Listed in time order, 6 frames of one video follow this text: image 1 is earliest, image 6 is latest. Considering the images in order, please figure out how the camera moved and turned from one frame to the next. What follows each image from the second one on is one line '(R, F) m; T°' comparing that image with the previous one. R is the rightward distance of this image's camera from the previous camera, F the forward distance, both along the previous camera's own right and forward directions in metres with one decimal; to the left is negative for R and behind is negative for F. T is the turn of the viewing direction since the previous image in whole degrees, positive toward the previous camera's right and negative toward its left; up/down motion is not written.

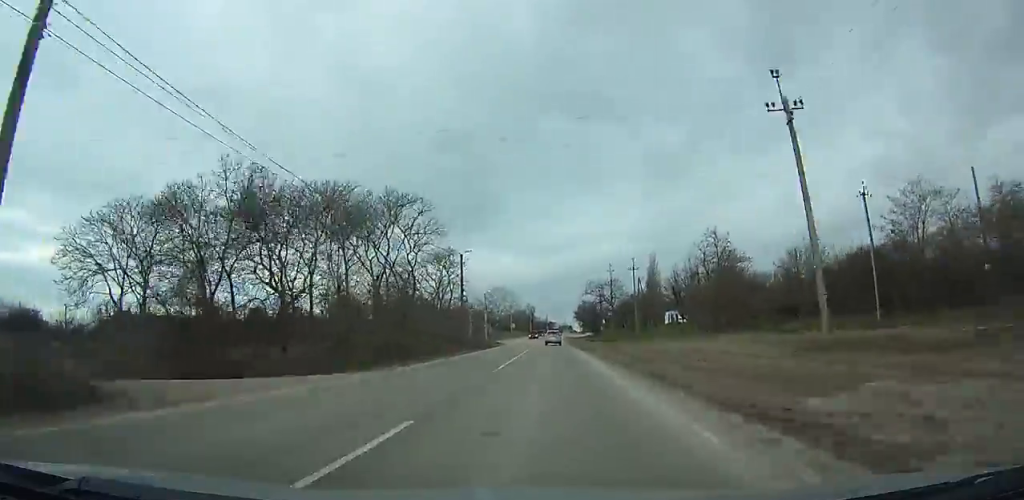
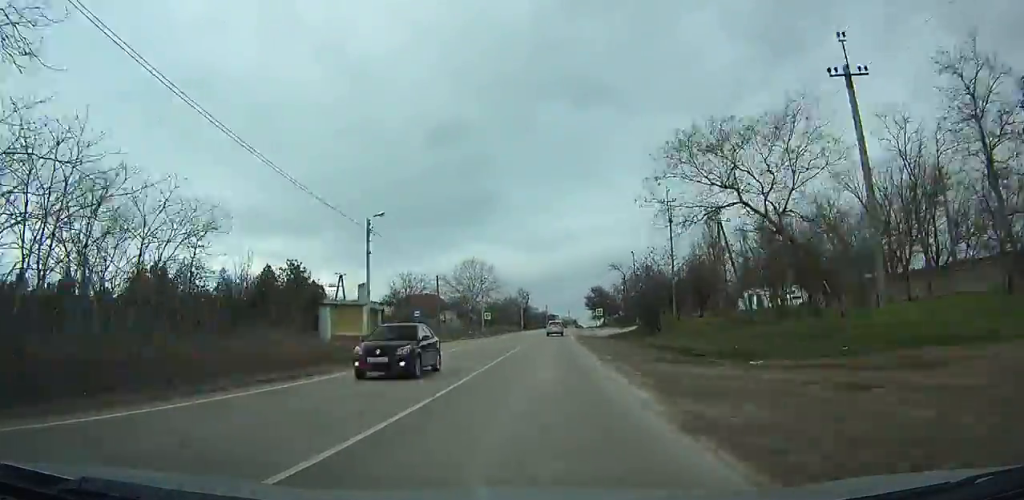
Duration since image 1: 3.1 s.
(+0.1, +58.3) m; 0°
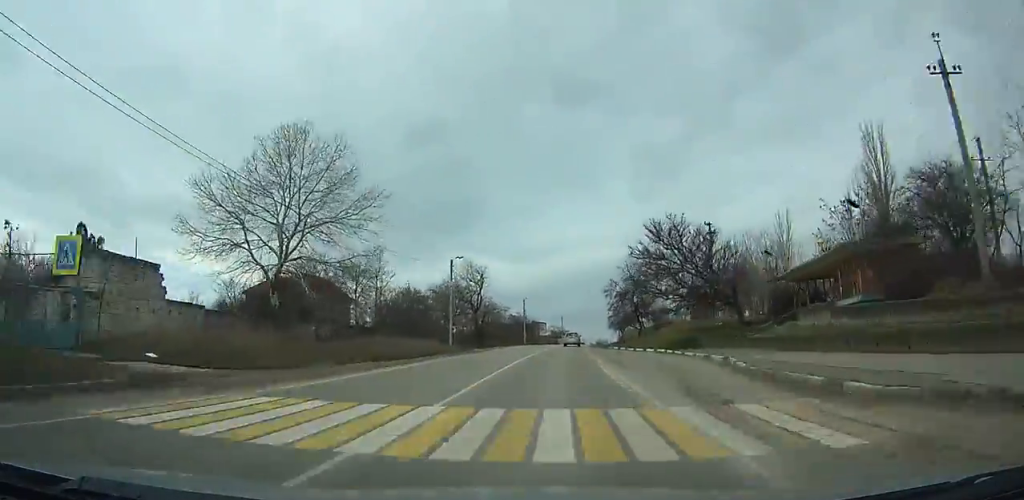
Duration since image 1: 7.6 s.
(+1.2, +80.2) m; +3°
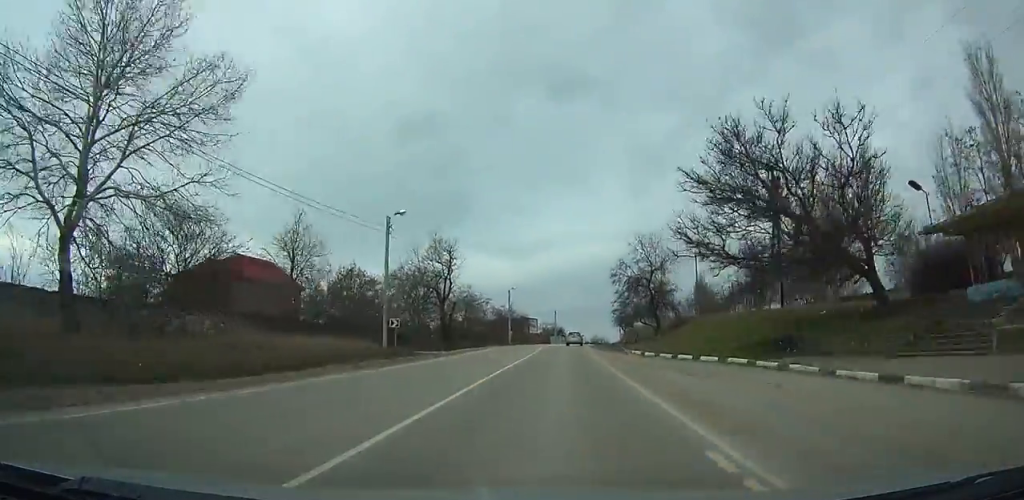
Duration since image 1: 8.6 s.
(+0.2, +17.5) m; +1°
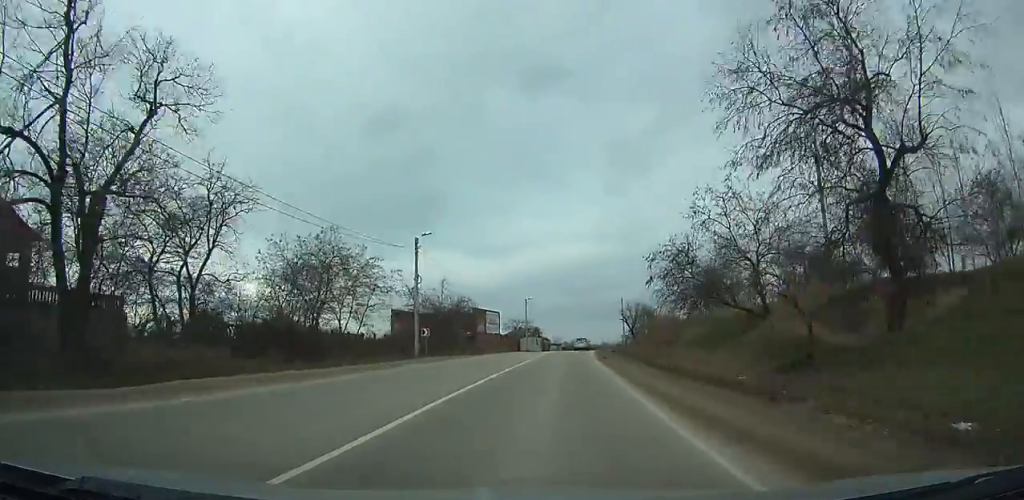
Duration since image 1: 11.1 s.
(+0.8, +44.1) m; +2°
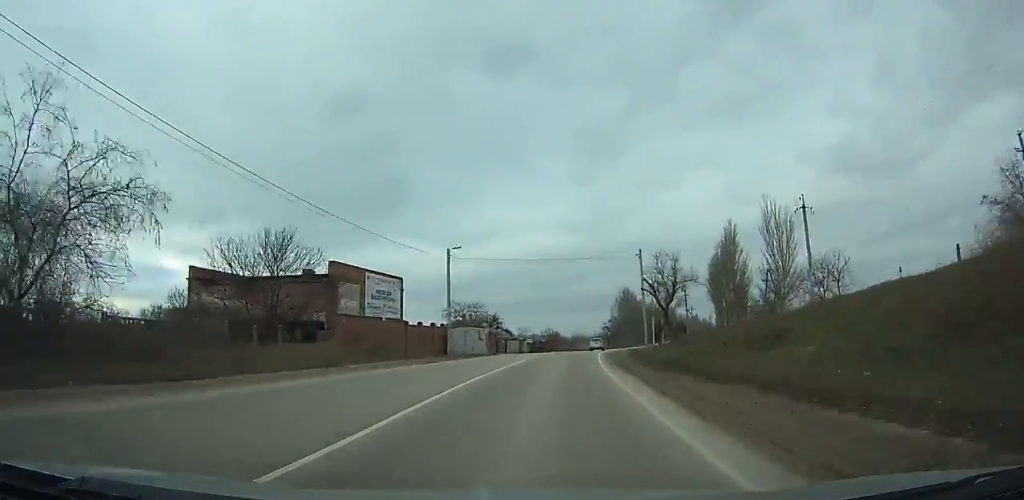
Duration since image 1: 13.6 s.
(+0.7, +43.4) m; +3°
